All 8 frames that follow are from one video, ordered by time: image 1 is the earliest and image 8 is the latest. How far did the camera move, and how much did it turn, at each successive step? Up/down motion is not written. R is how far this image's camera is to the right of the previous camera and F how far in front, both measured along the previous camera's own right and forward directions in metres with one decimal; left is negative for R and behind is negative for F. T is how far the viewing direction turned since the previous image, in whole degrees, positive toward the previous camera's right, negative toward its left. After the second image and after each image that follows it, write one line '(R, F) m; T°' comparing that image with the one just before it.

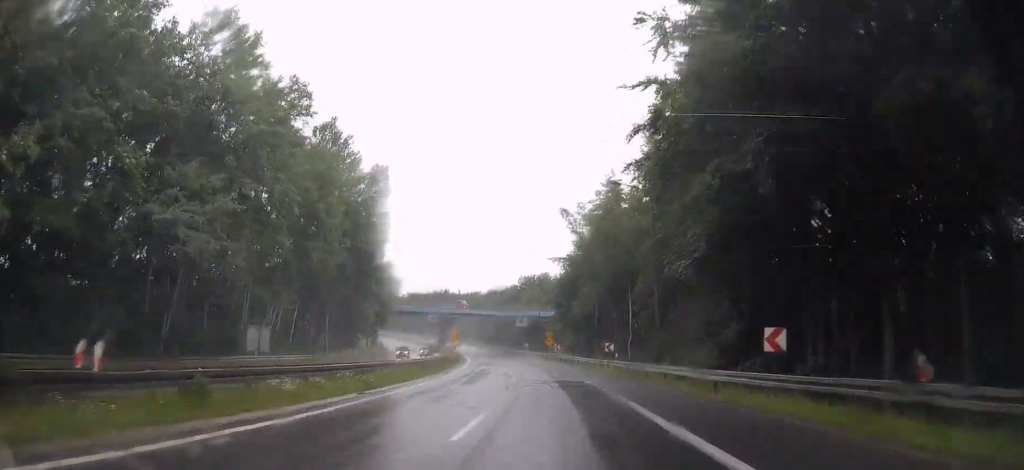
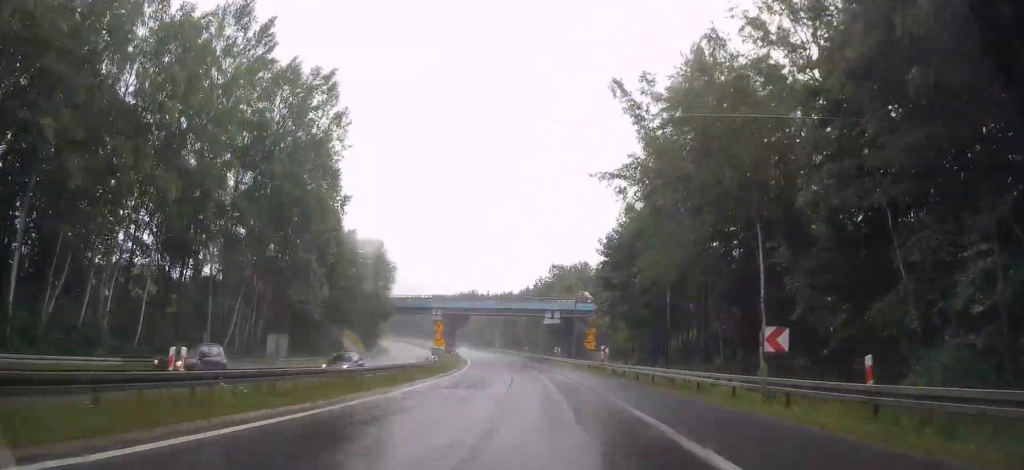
(-1.1, +30.8) m; -3°
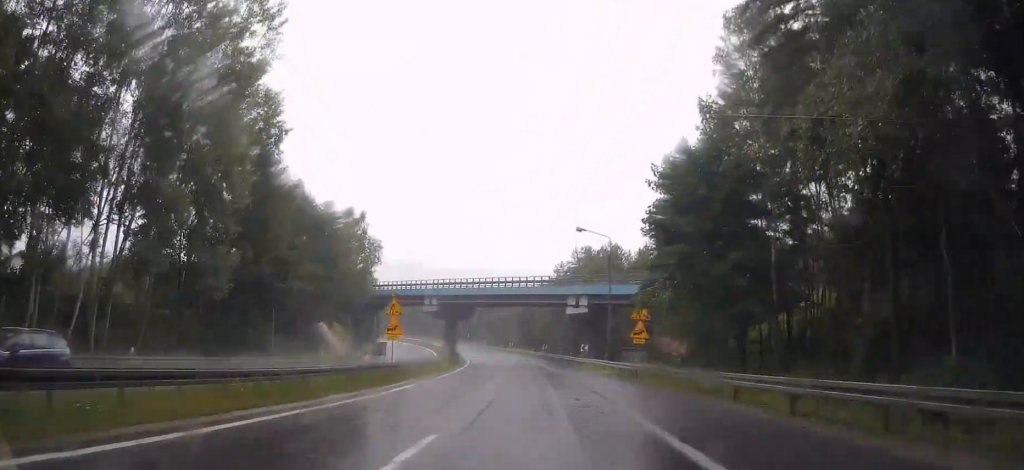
(+0.1, +20.5) m; -2°
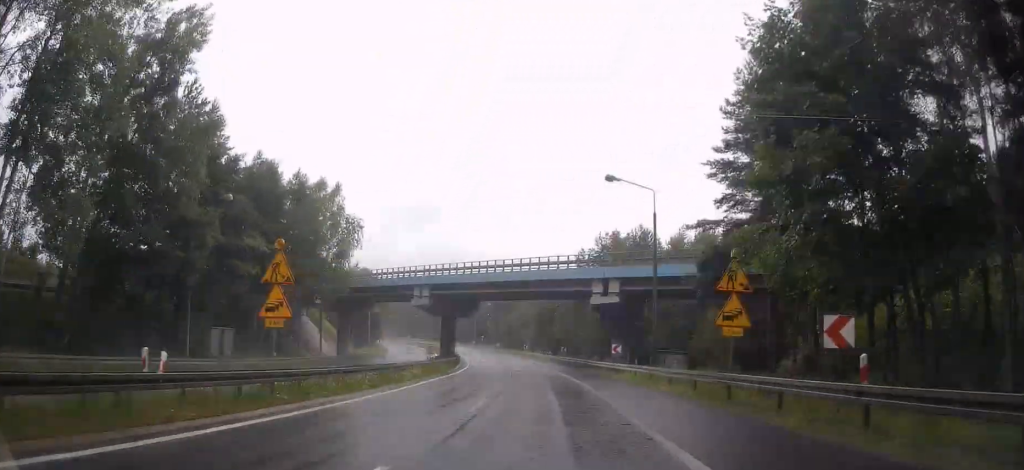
(-0.6, +15.4) m; -1°
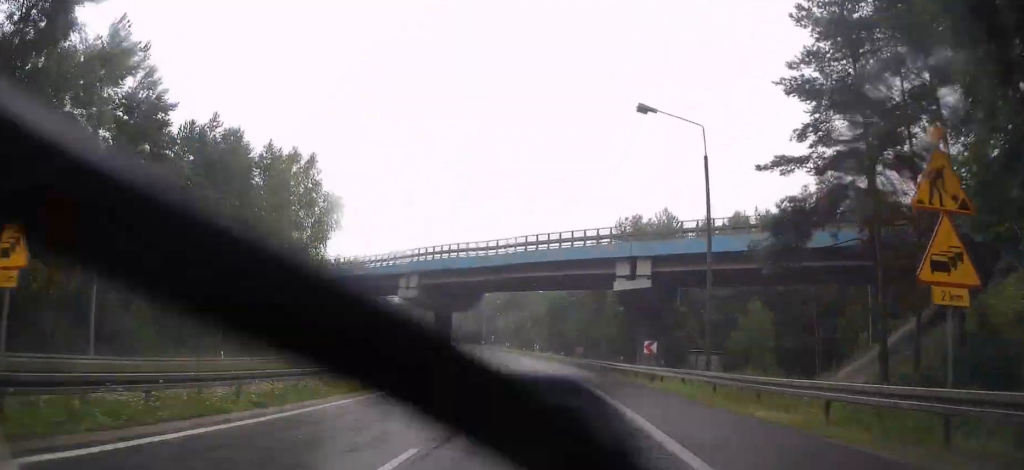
(-0.2, +10.3) m; -1°
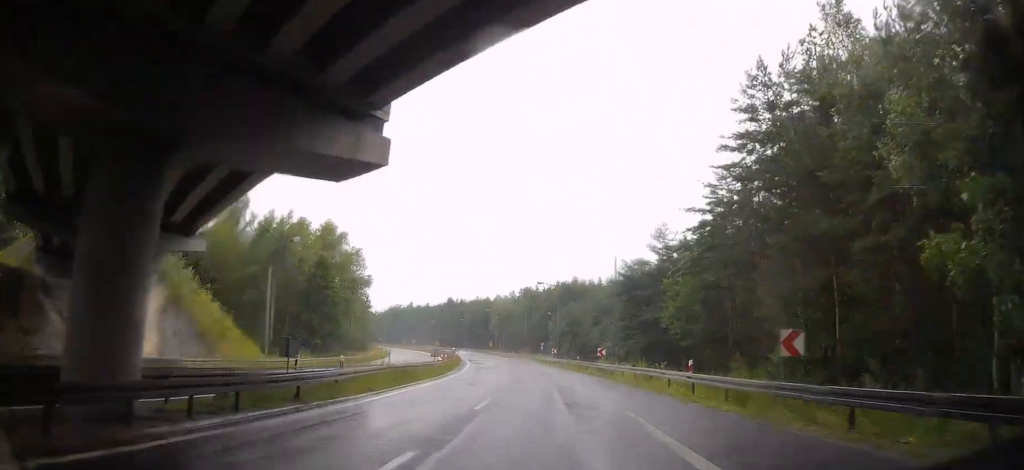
(-2.4, +48.8) m; -7°
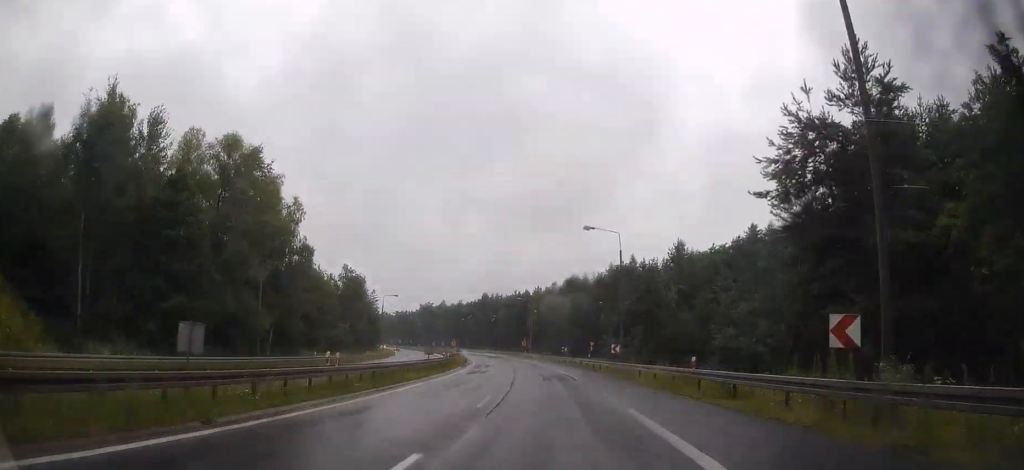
(-1.8, +36.8) m; -5°
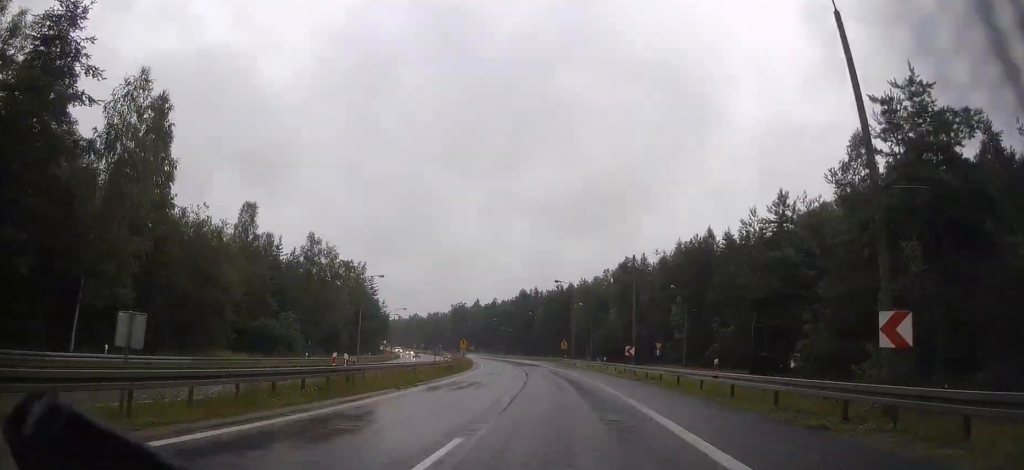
(-1.2, +34.3) m; -4°
